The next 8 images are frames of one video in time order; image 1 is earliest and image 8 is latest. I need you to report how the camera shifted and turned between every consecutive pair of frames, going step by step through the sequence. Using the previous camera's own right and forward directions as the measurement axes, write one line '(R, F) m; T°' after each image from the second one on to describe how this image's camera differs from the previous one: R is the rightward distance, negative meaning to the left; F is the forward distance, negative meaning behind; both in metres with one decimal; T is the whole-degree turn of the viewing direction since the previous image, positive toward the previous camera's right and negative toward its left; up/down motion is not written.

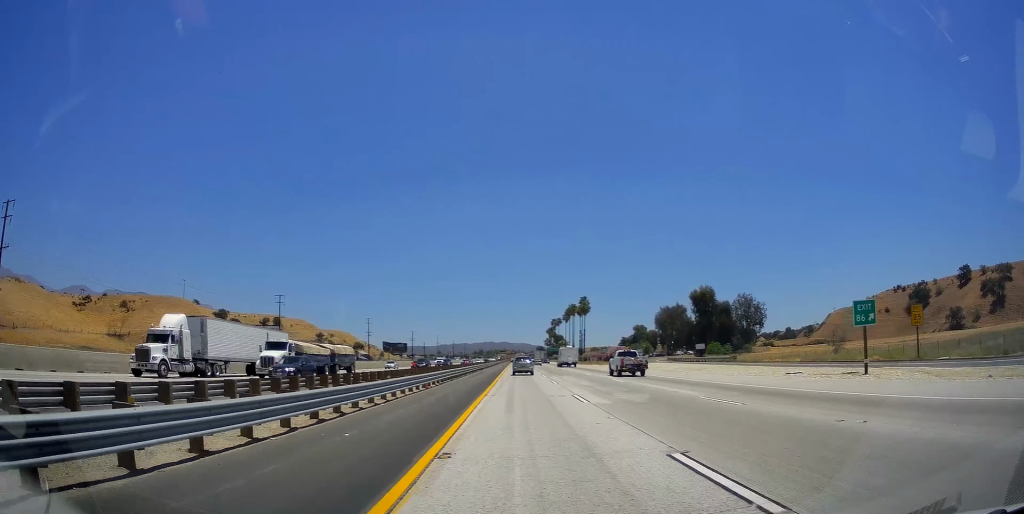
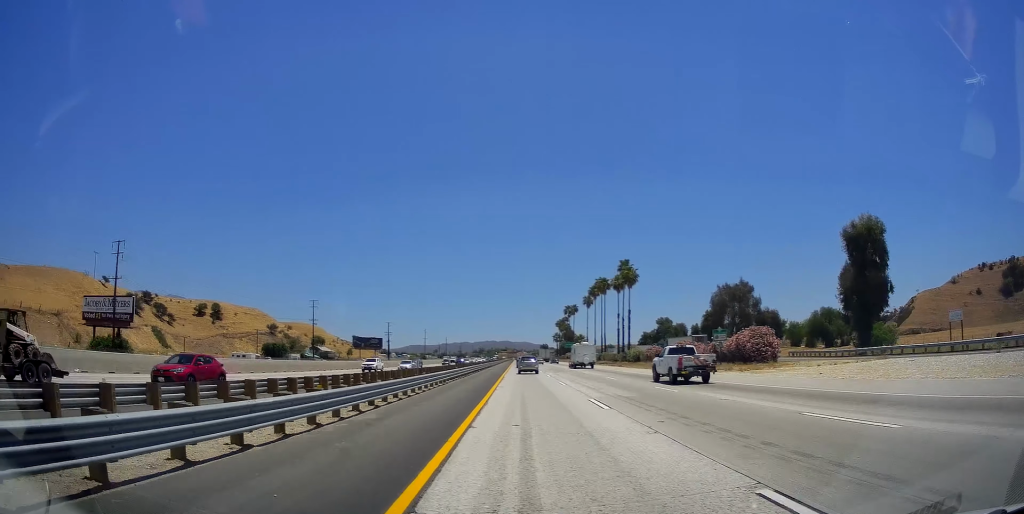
(-0.5, +67.4) m; 0°
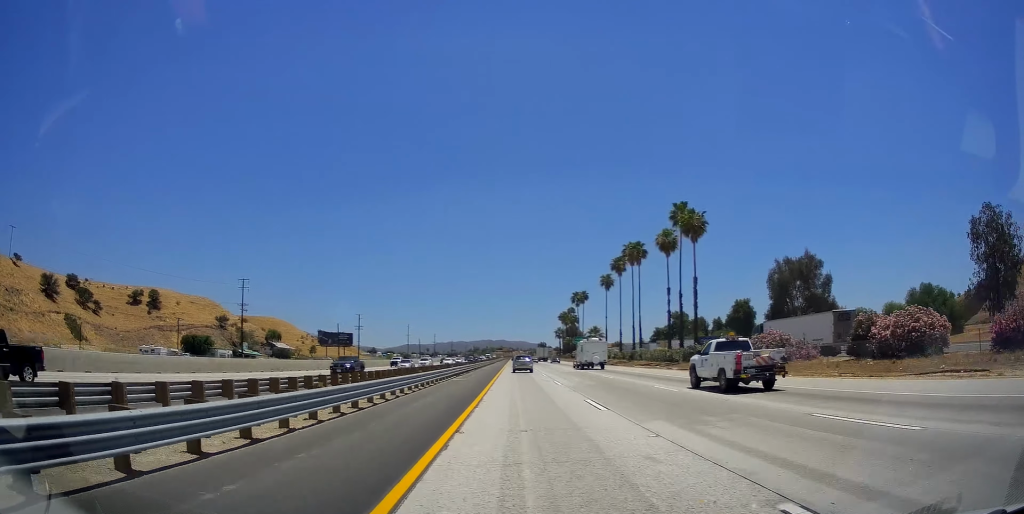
(+0.4, +46.1) m; +1°
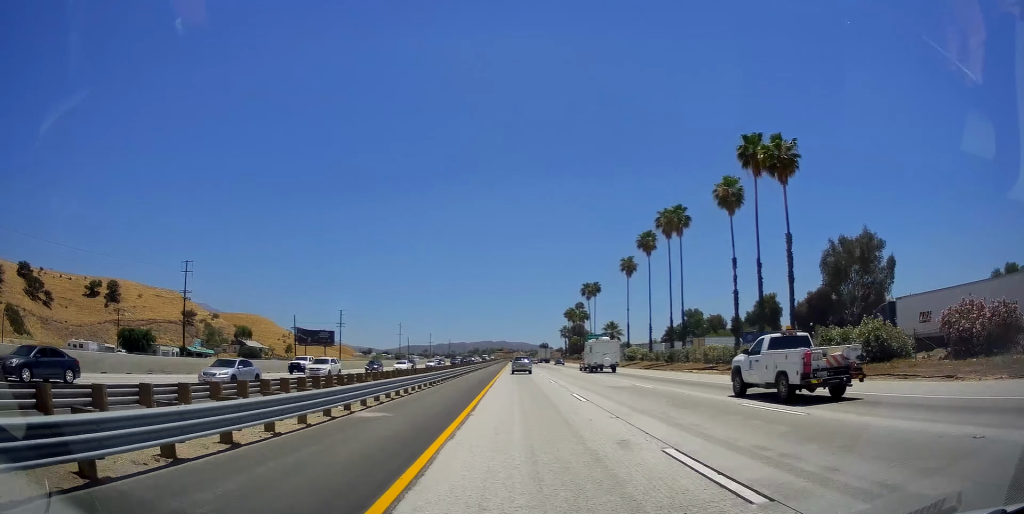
(+0.1, +26.3) m; 0°
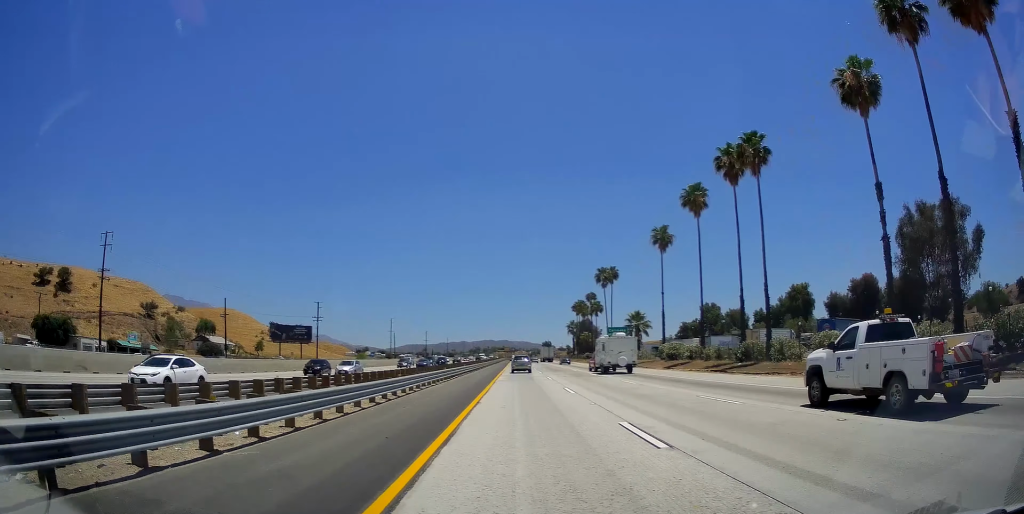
(-0.1, +25.0) m; 0°
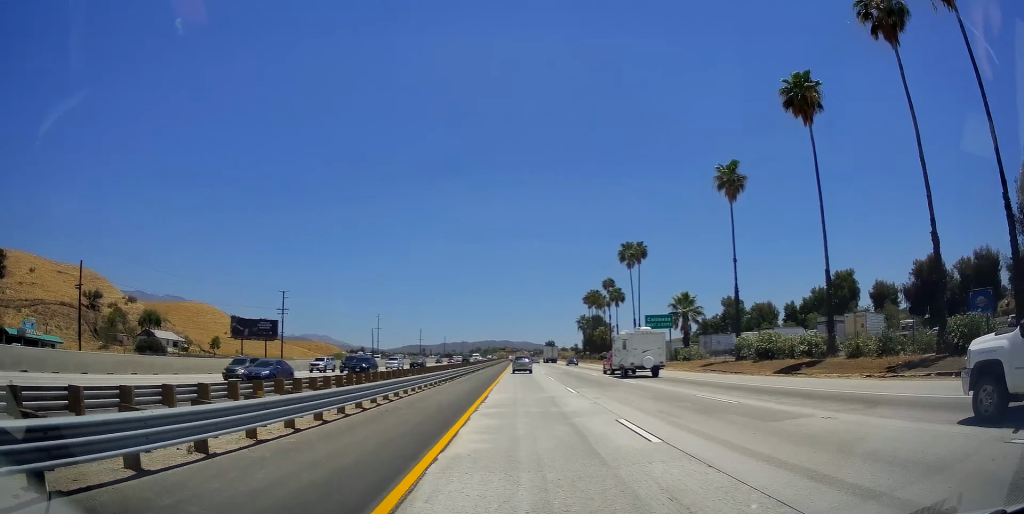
(-0.1, +28.7) m; 0°
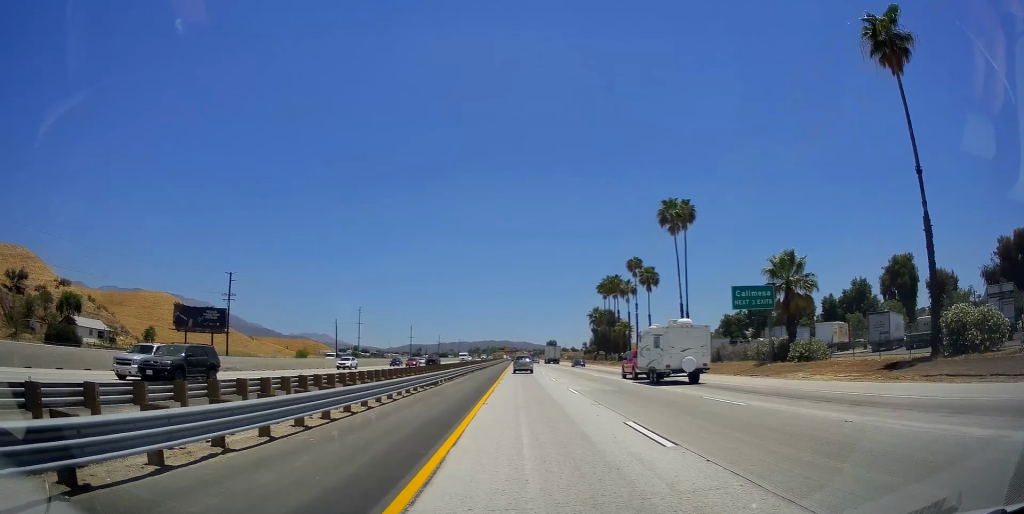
(0.0, +28.5) m; 0°
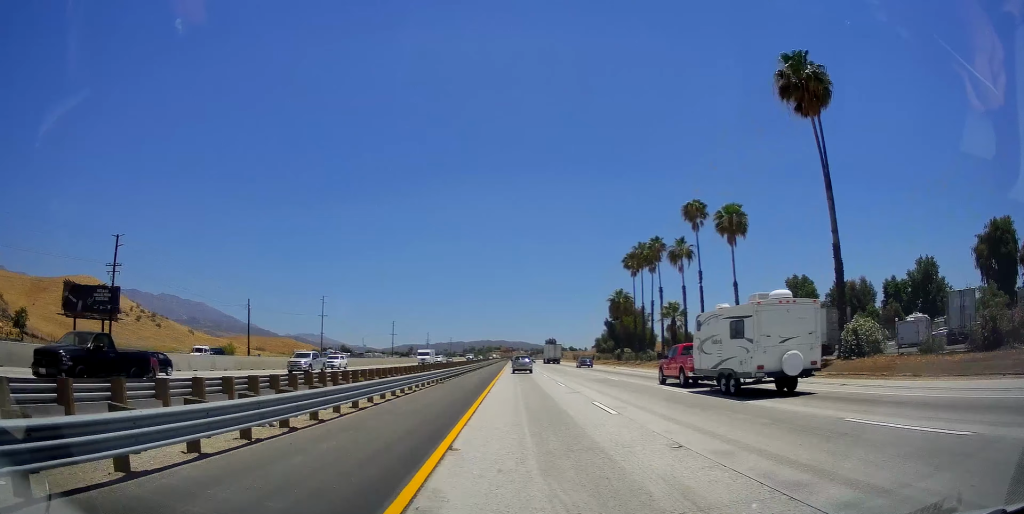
(+0.2, +38.5) m; 0°
